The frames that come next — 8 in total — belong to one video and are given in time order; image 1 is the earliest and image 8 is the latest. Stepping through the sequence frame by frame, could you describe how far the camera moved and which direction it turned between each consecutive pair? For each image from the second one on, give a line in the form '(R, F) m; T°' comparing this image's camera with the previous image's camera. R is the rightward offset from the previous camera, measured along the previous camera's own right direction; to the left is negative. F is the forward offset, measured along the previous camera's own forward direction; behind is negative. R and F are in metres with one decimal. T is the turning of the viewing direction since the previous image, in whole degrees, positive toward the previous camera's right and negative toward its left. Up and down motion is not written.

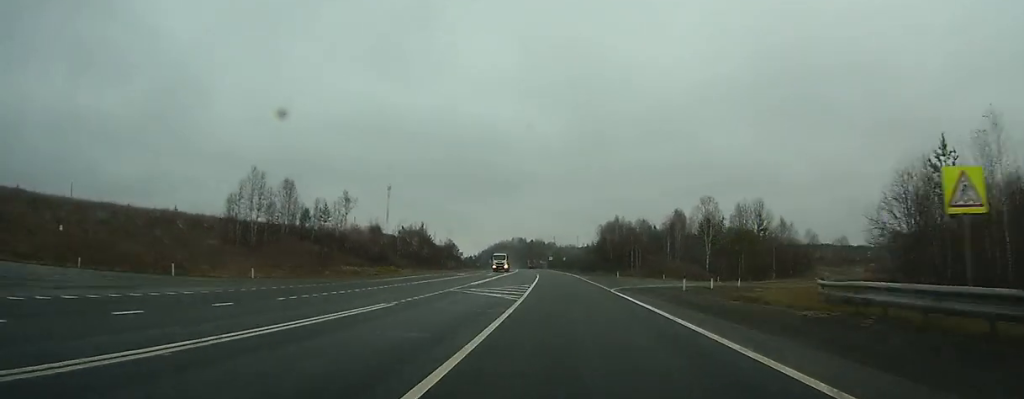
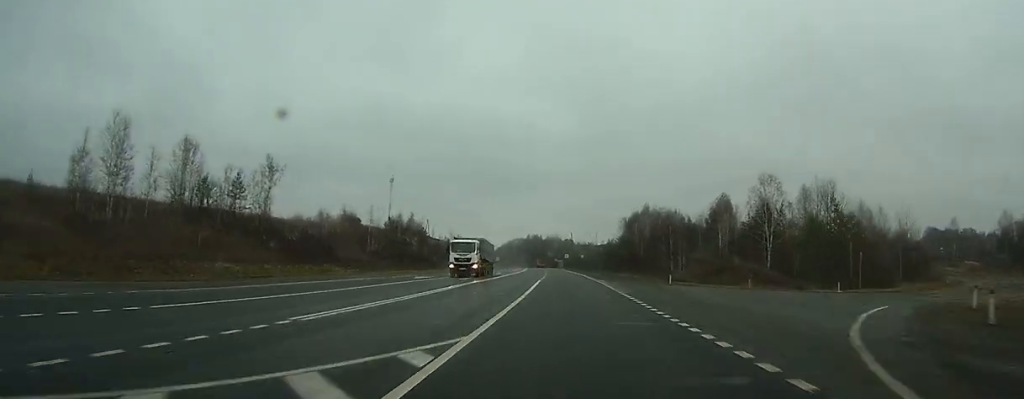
(-0.3, +27.3) m; -1°
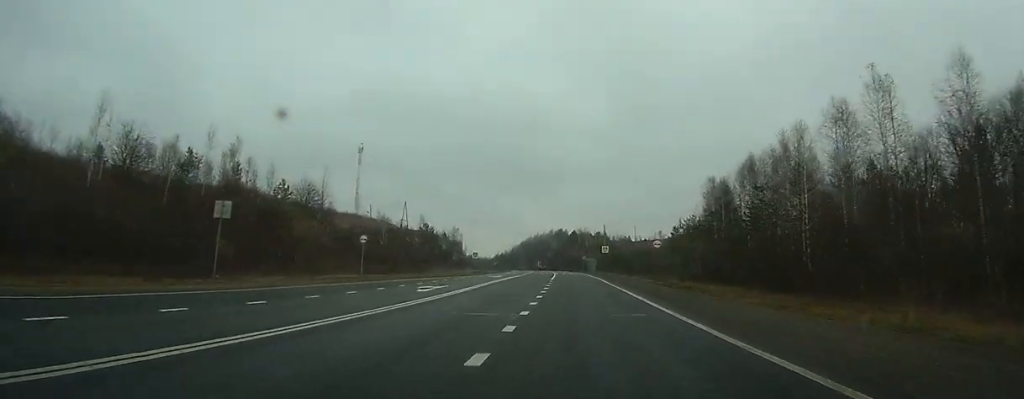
(-2.8, +81.9) m; -3°
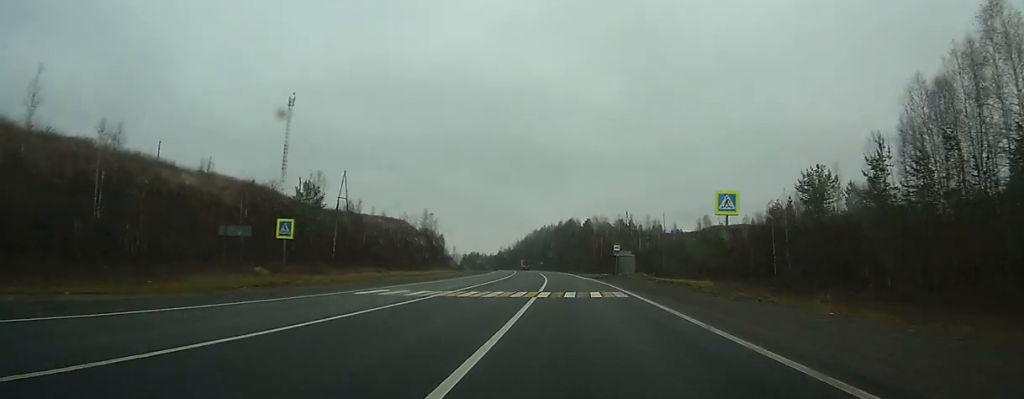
(-0.8, +65.0) m; -2°
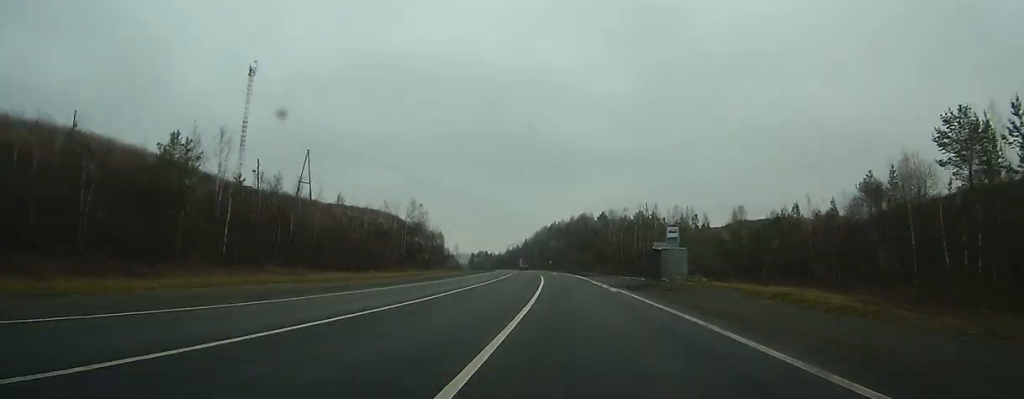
(-0.2, +26.8) m; -1°
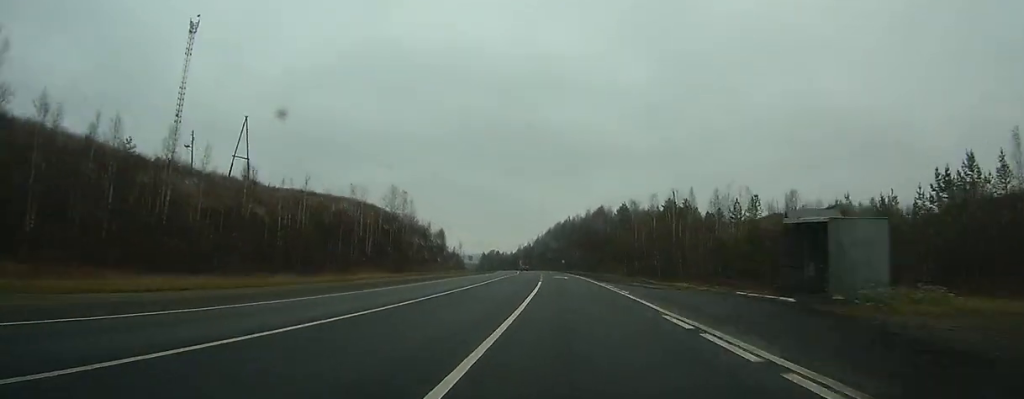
(-0.1, +28.5) m; -1°
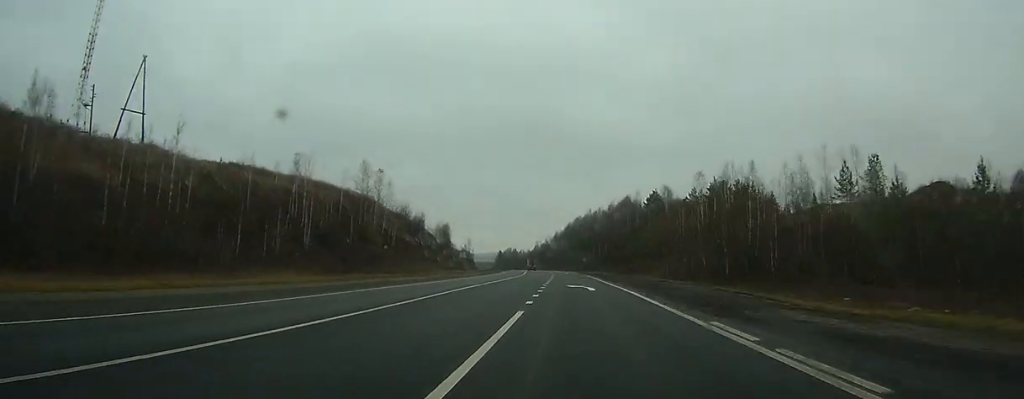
(-0.5, +28.7) m; -2°
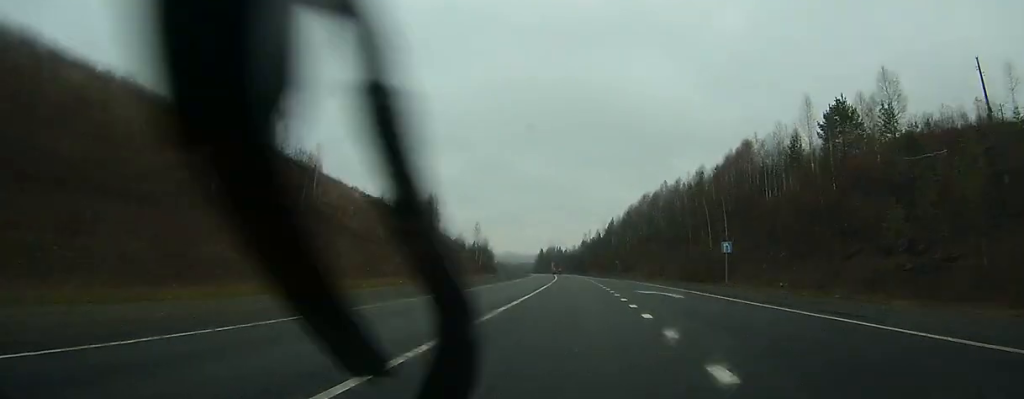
(-4.1, +91.6) m; -4°
